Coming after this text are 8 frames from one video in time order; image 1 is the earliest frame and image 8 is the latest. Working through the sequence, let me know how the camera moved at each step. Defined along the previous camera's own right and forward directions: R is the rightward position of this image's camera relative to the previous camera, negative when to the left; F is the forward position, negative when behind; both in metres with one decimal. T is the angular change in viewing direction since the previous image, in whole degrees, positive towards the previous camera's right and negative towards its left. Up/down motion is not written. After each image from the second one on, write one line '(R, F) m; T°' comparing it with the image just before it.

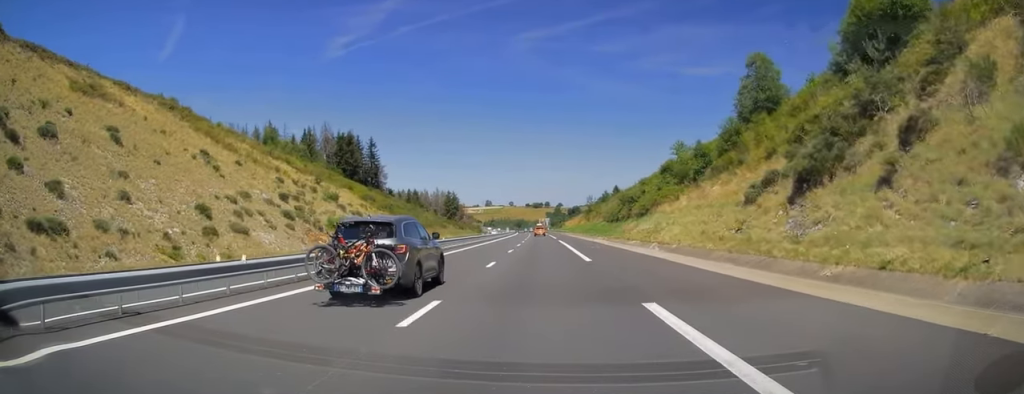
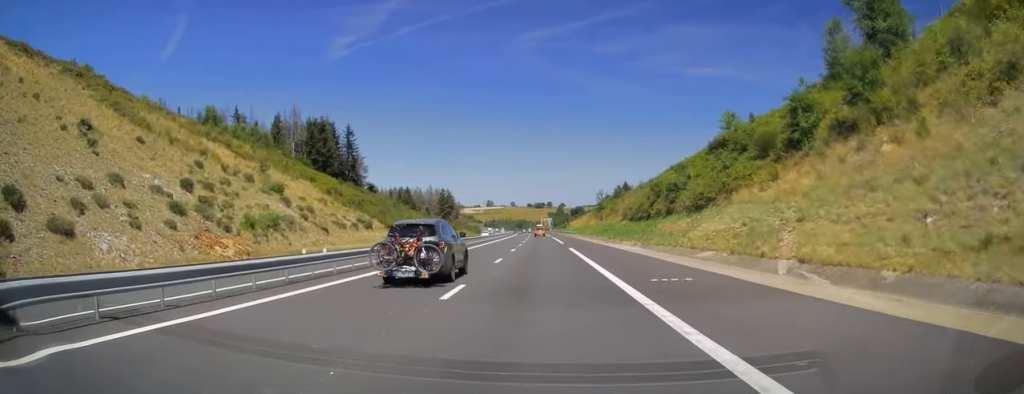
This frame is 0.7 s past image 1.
(-0.2, +23.5) m; -1°
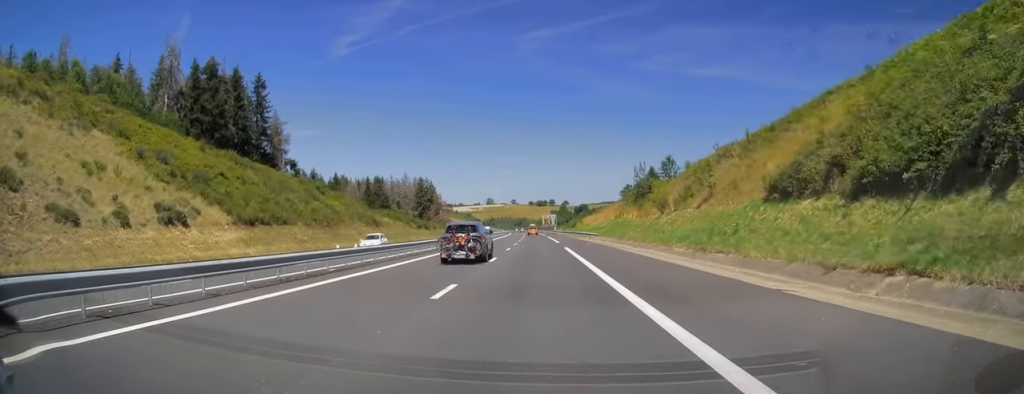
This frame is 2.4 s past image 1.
(-0.3, +55.7) m; 0°
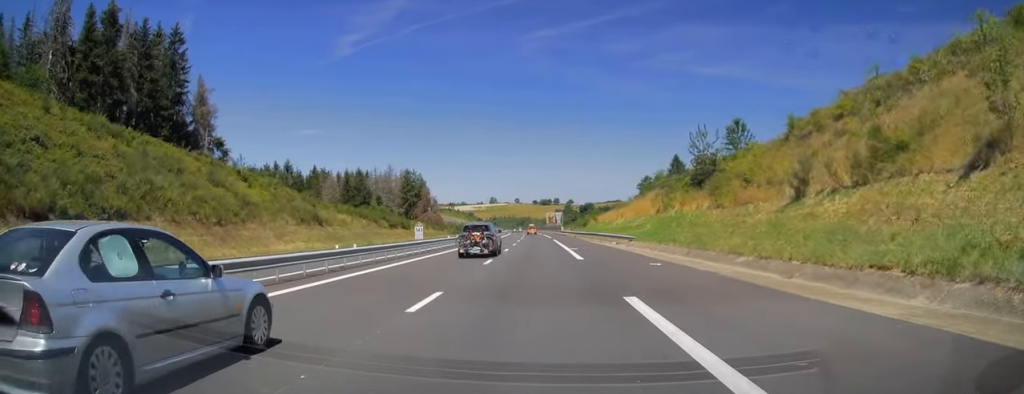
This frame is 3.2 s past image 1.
(0.0, +30.4) m; 0°
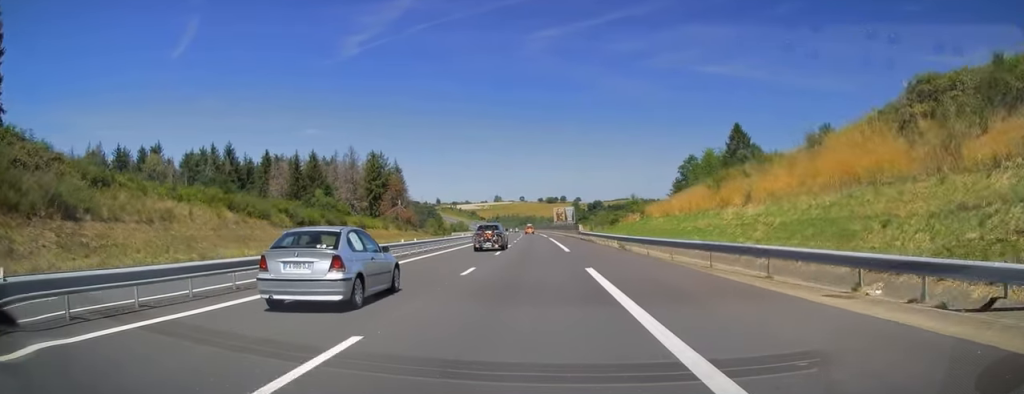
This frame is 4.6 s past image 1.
(-0.1, +32.7) m; 0°
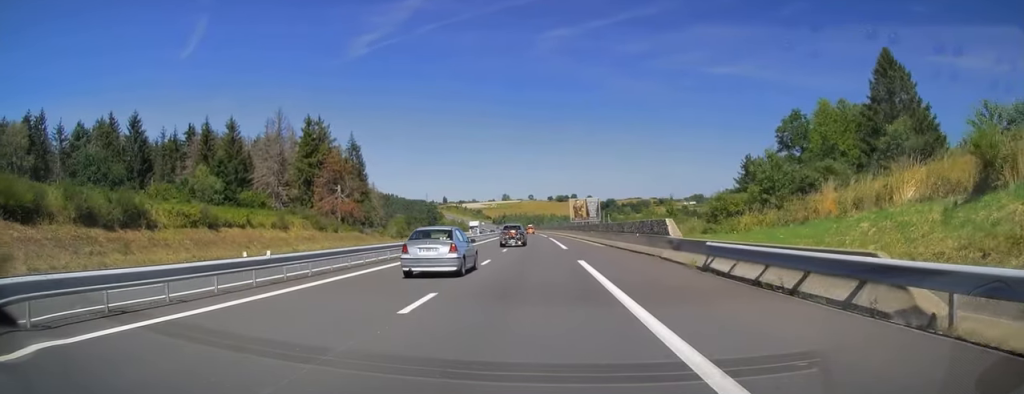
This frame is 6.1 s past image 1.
(-0.2, +45.6) m; -1°
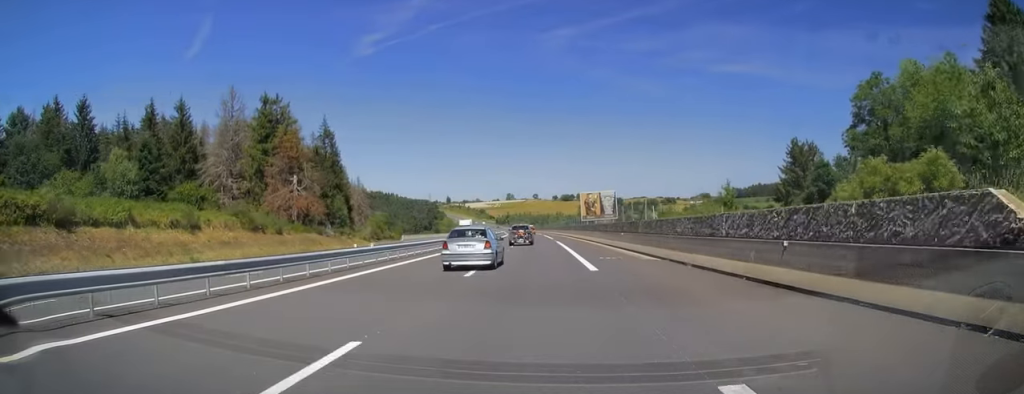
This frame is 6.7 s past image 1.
(-0.2, +19.8) m; 0°
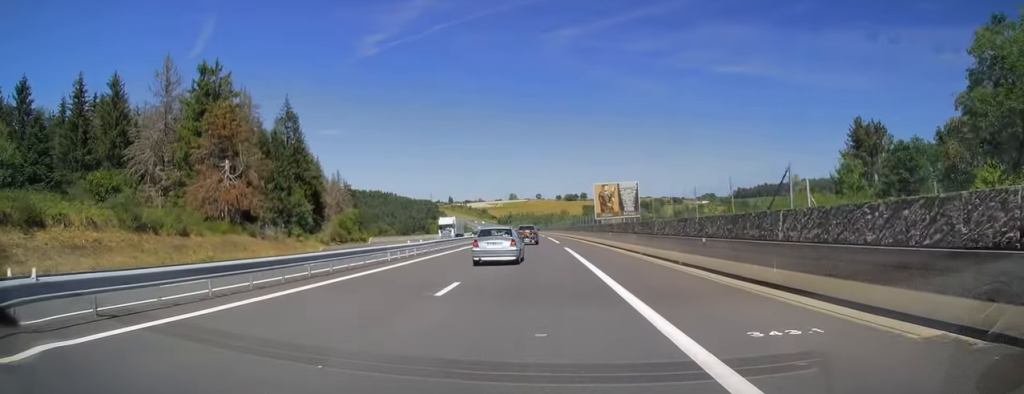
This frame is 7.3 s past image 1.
(-0.1, +19.1) m; 0°
